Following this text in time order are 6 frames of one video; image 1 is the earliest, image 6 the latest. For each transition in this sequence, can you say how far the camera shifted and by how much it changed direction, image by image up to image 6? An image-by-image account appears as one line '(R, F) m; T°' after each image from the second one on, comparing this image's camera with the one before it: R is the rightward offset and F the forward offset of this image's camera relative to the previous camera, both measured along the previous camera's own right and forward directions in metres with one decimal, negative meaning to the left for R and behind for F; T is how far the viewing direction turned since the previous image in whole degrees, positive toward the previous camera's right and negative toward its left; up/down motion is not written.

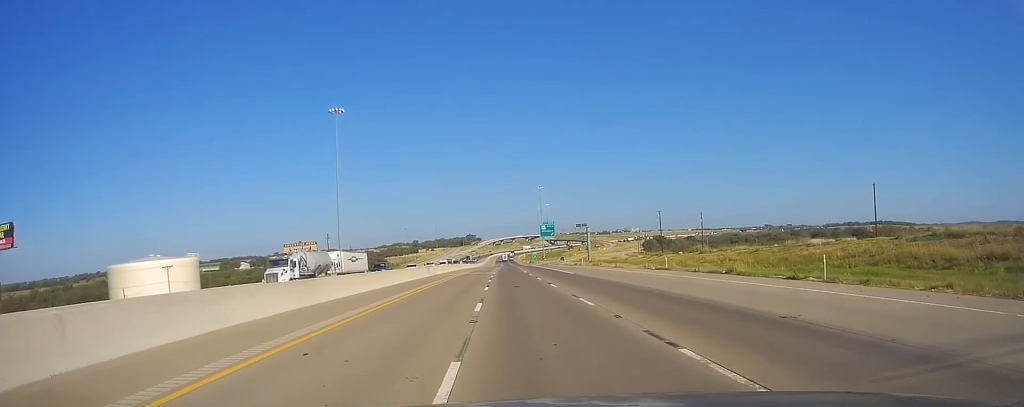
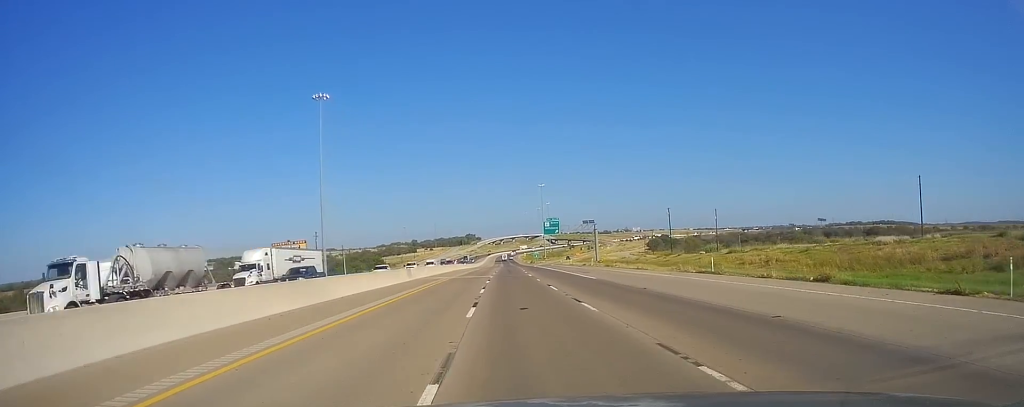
(-0.2, +13.8) m; 0°
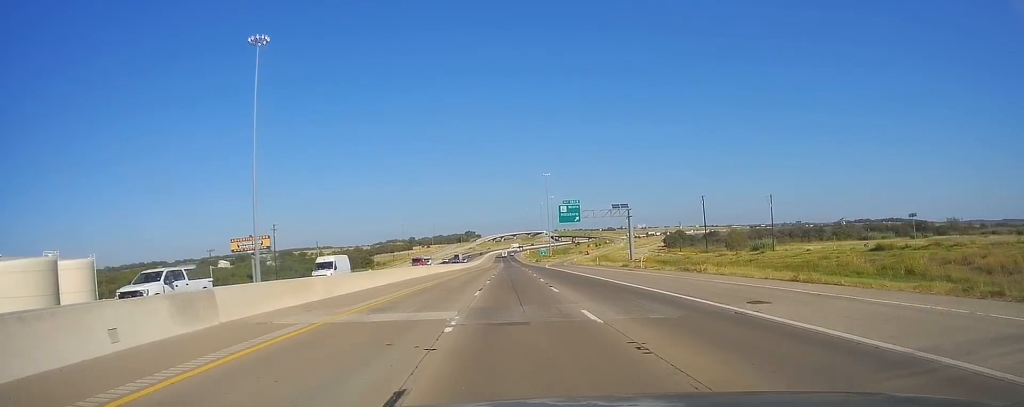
(-0.1, +39.1) m; -1°
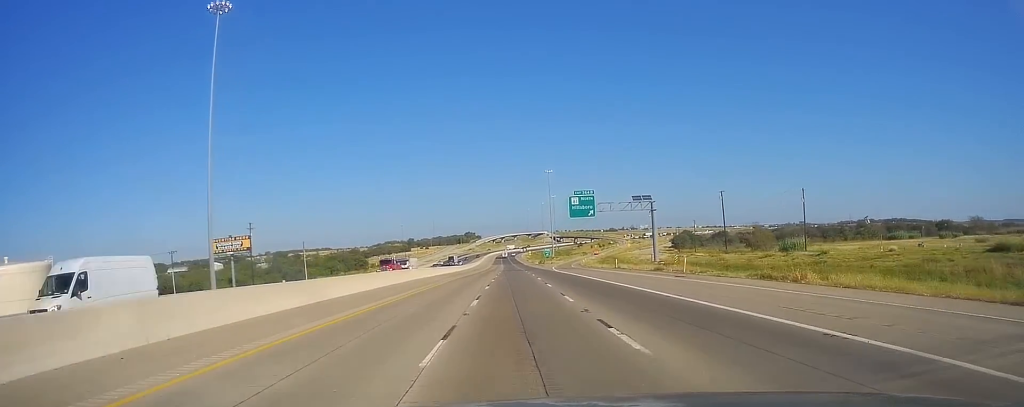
(0.0, +16.6) m; 0°
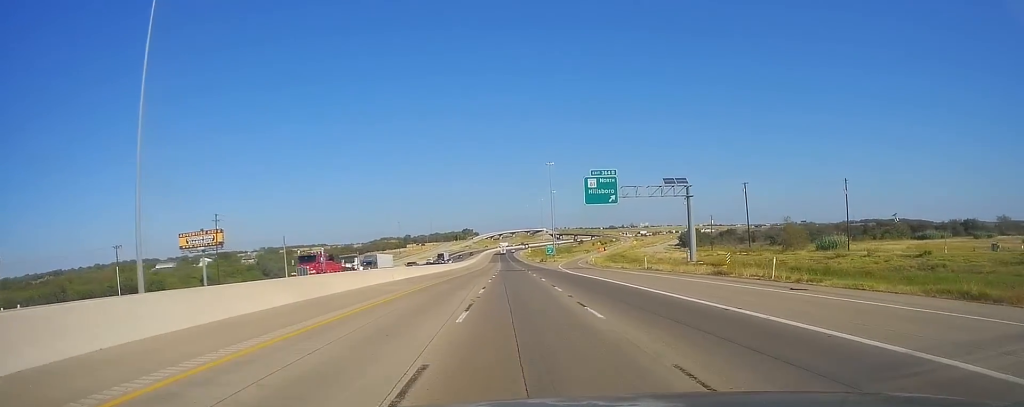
(-0.3, +18.3) m; 0°
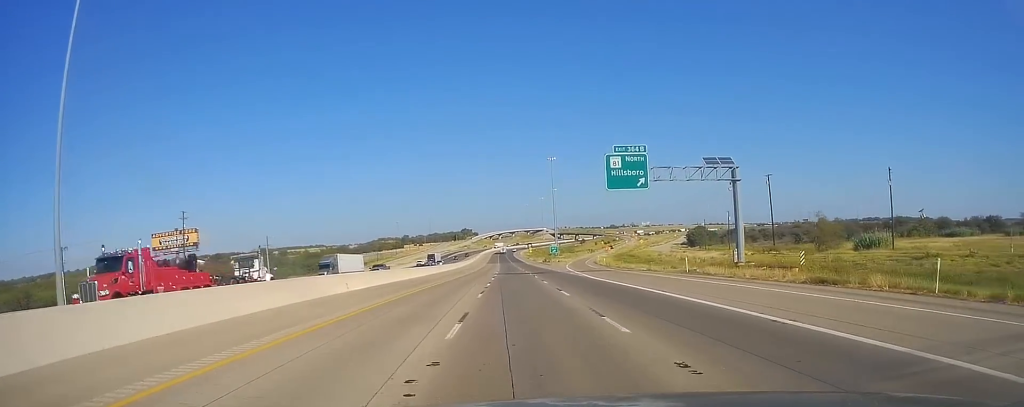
(+0.1, +14.9) m; 0°
